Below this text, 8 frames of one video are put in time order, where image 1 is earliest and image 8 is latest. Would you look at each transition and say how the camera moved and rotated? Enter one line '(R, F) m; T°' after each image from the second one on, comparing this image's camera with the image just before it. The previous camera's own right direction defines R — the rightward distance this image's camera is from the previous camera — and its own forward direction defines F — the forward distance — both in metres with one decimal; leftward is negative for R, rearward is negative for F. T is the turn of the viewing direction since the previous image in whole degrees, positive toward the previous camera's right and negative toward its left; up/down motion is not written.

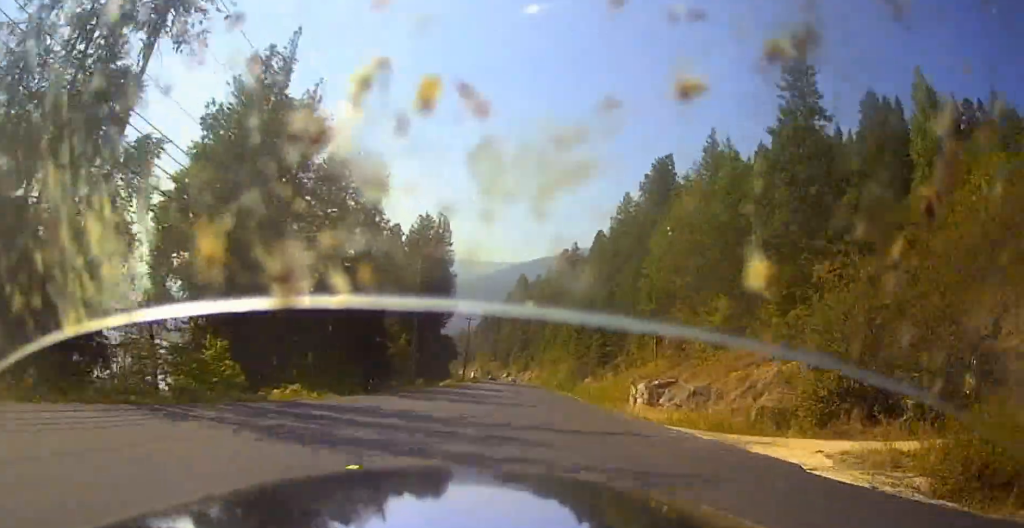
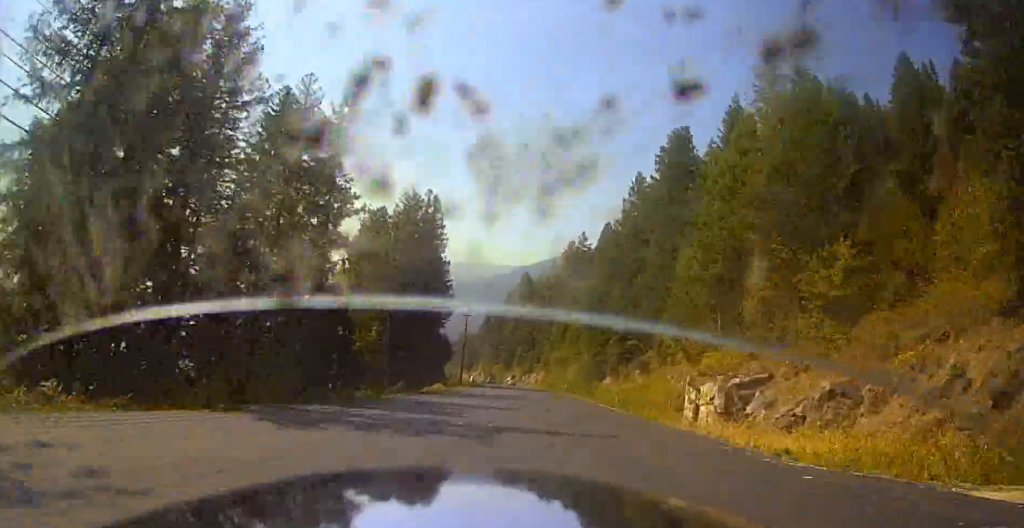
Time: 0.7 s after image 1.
(+0.4, +18.0) m; +1°
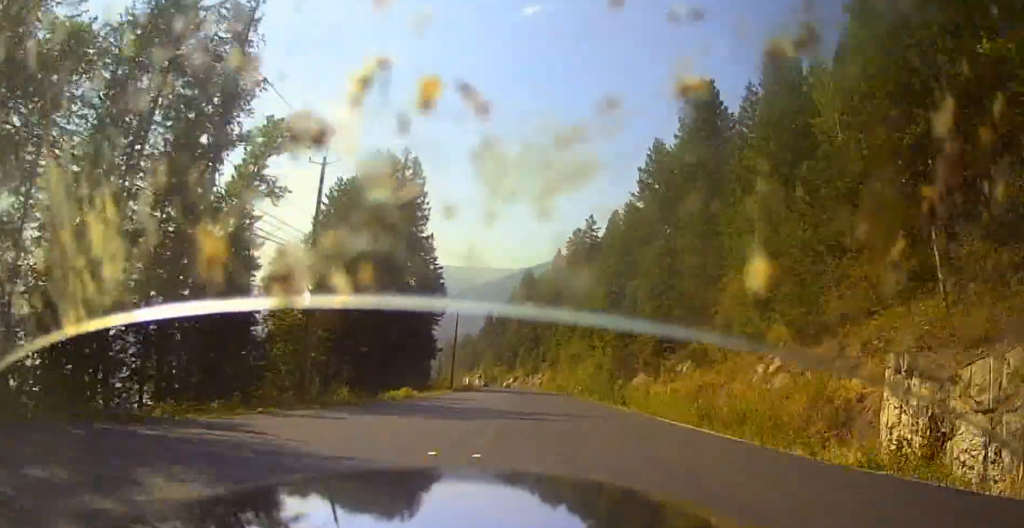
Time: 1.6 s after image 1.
(+0.1, +19.3) m; 0°
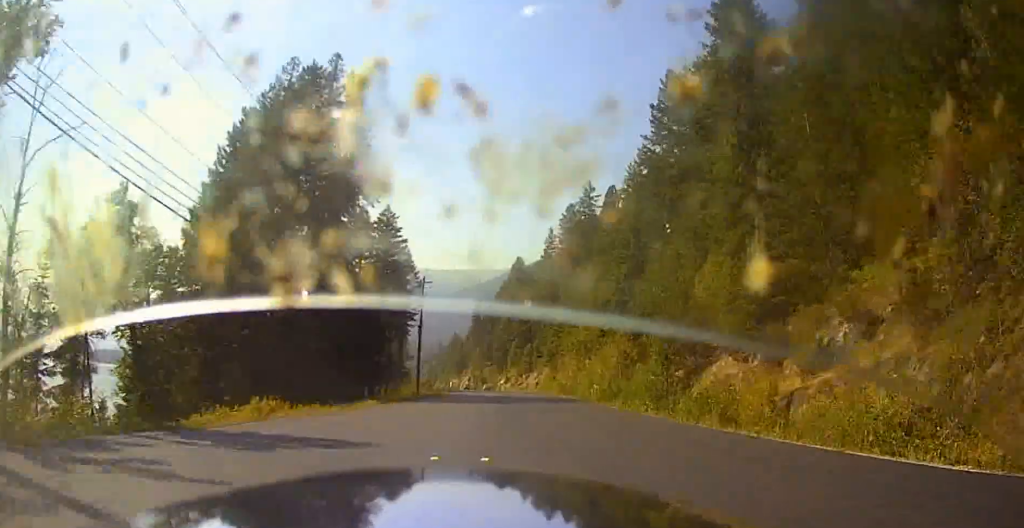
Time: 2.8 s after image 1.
(0.0, +24.4) m; +1°
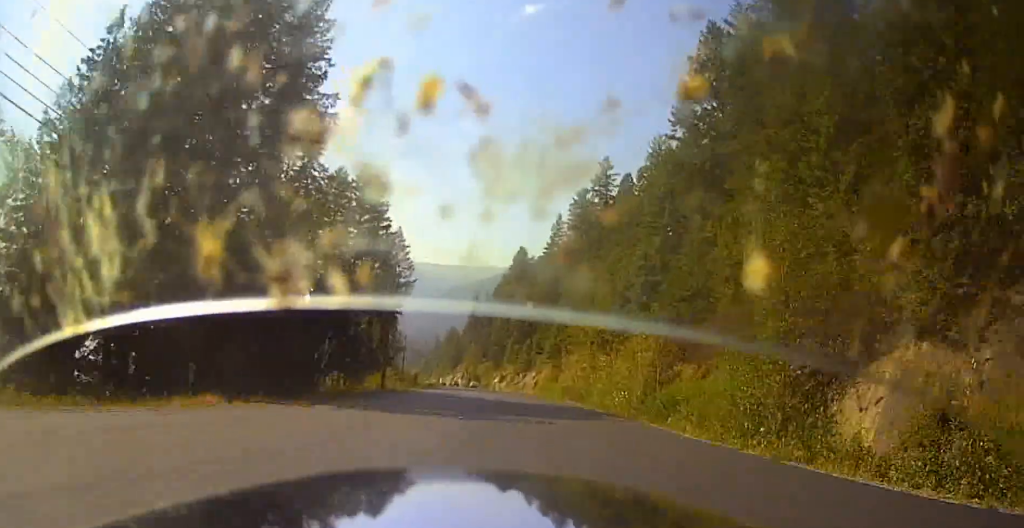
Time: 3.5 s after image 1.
(+0.2, +16.1) m; -1°
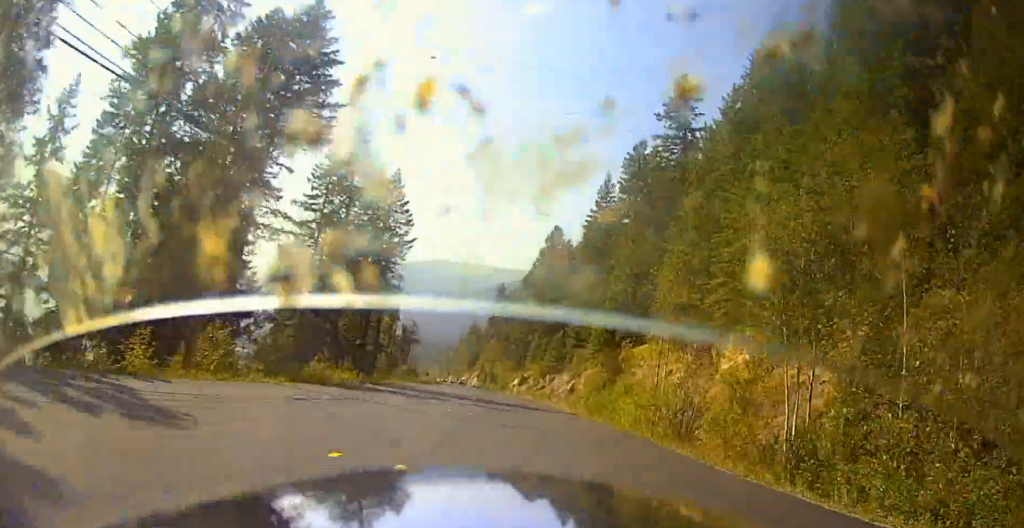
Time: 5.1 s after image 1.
(-1.4, +36.3) m; -4°
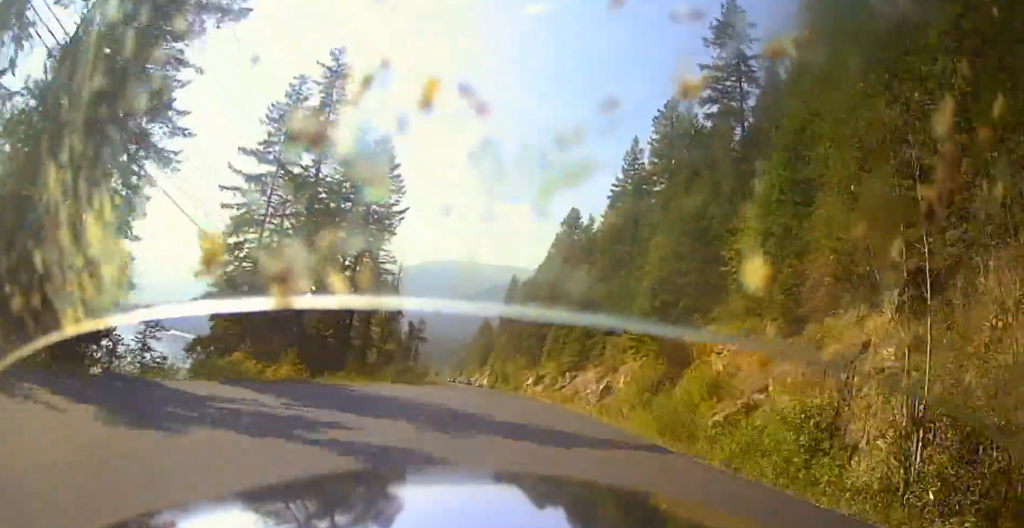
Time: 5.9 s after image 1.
(+0.1, +18.5) m; -2°
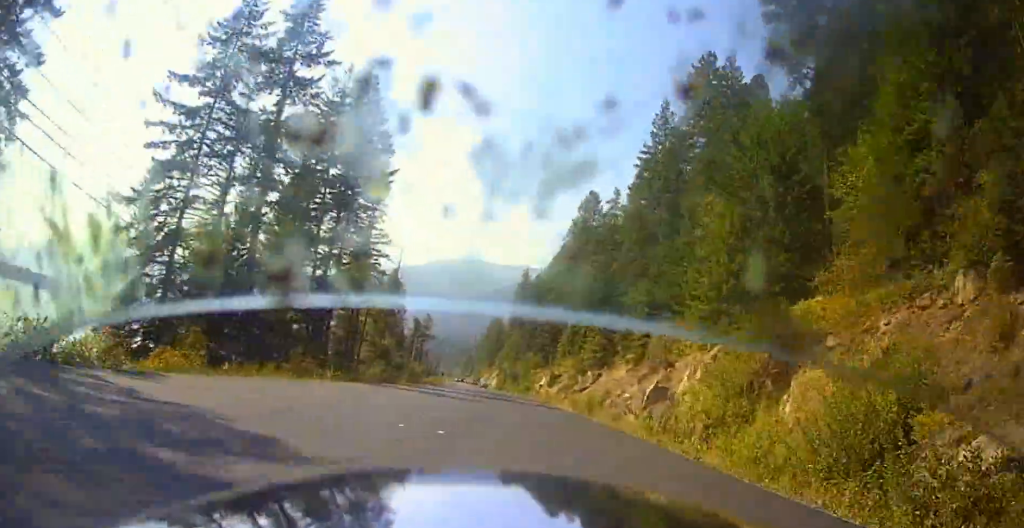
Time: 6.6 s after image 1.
(-0.7, +15.8) m; -1°
